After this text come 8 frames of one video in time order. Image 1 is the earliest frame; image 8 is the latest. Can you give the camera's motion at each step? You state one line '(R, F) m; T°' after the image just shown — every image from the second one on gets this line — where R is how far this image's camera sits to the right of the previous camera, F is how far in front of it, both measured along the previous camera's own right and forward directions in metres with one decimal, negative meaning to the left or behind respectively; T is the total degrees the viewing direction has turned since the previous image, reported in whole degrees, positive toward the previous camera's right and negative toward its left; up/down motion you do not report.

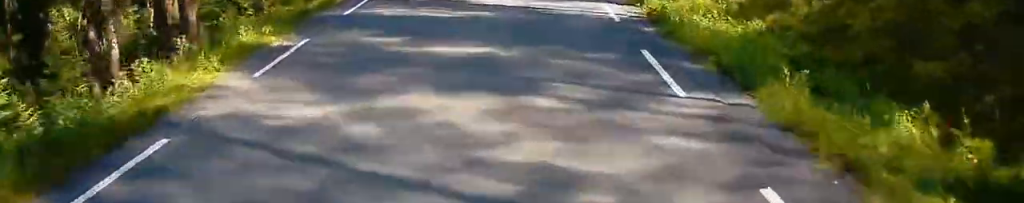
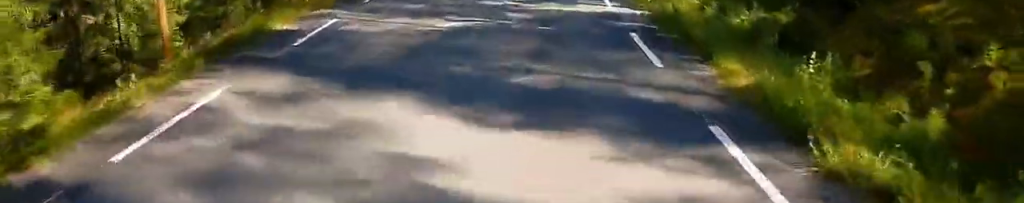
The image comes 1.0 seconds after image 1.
(0.0, +16.3) m; 0°
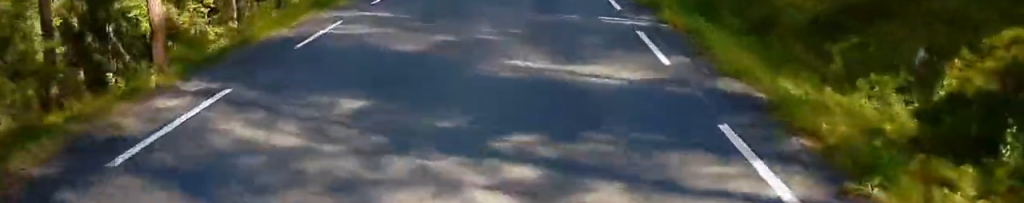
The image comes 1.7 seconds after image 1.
(0.0, +12.2) m; 0°
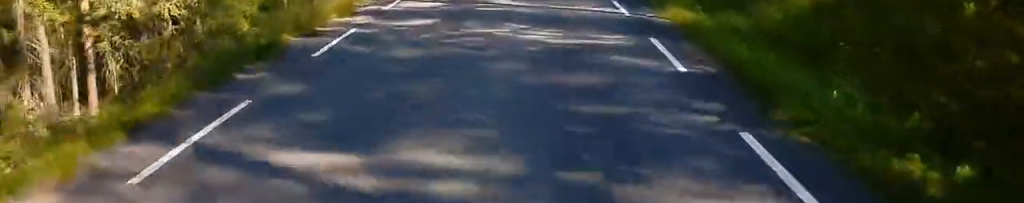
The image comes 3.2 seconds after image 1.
(-0.2, +24.1) m; 0°
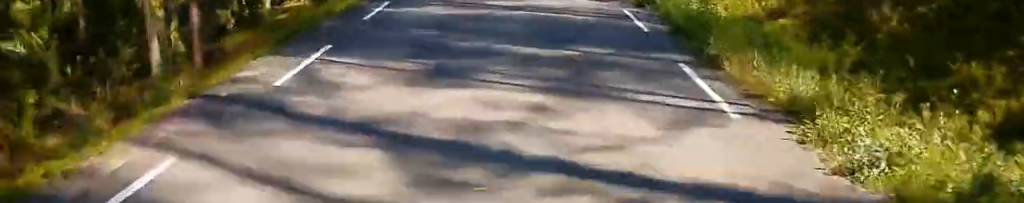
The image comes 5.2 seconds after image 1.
(+0.7, +32.2) m; +2°
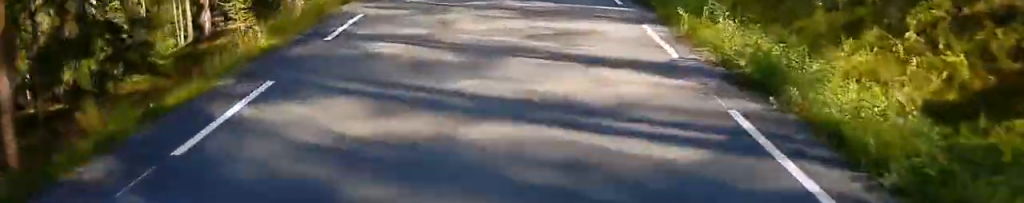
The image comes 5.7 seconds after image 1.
(0.0, +8.8) m; 0°
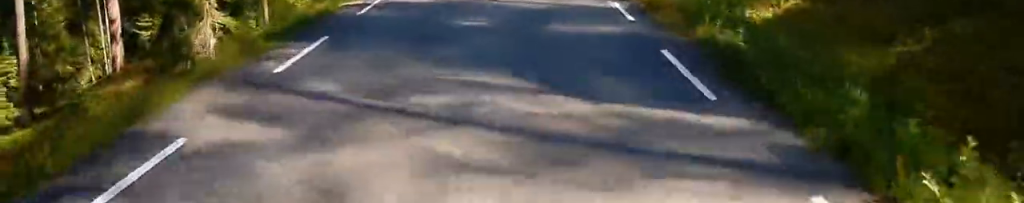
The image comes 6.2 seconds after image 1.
(0.0, +8.5) m; 0°
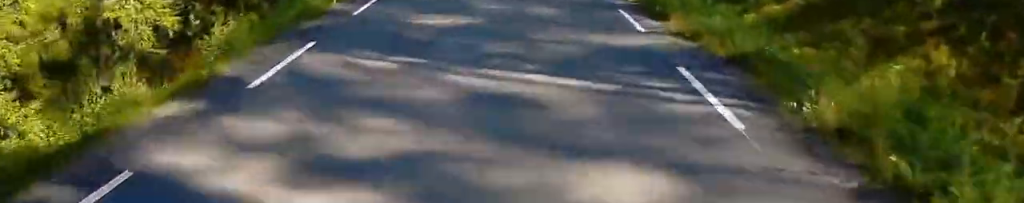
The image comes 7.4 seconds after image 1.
(+0.2, +19.1) m; +1°
